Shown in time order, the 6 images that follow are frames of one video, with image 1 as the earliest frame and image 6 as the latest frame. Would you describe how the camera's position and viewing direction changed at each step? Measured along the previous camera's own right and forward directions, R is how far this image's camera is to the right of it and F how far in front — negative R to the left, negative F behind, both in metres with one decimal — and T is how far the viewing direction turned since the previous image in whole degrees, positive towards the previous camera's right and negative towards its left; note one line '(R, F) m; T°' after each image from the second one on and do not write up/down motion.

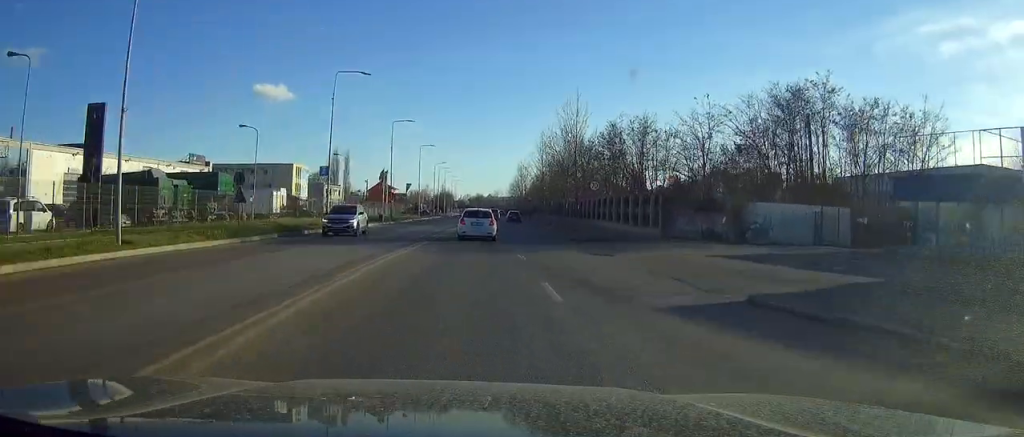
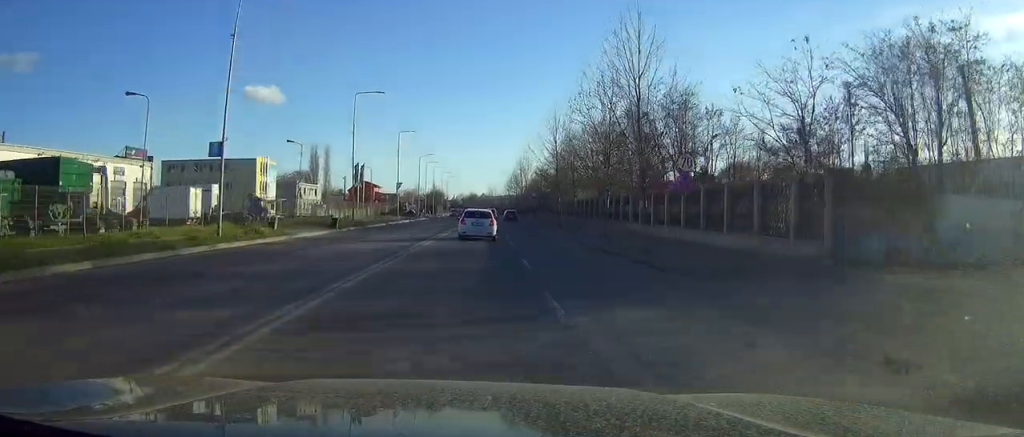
(+0.2, +18.9) m; +1°
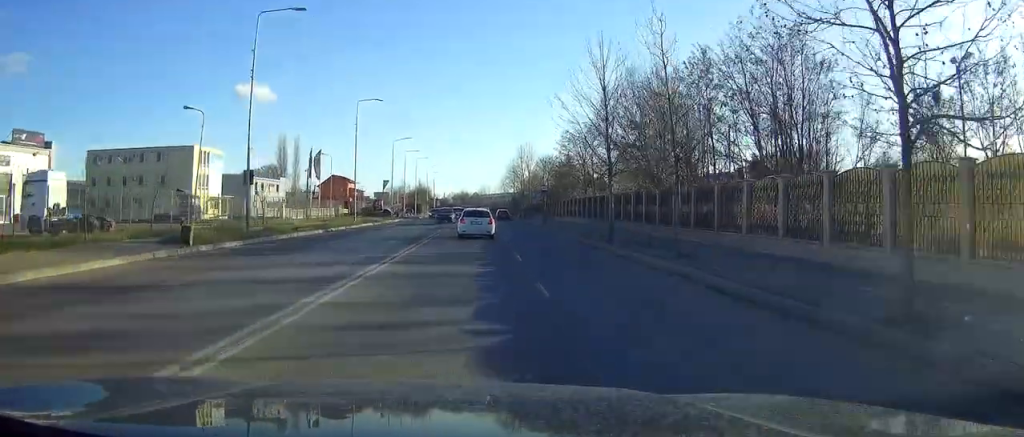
(+0.1, +24.0) m; +1°
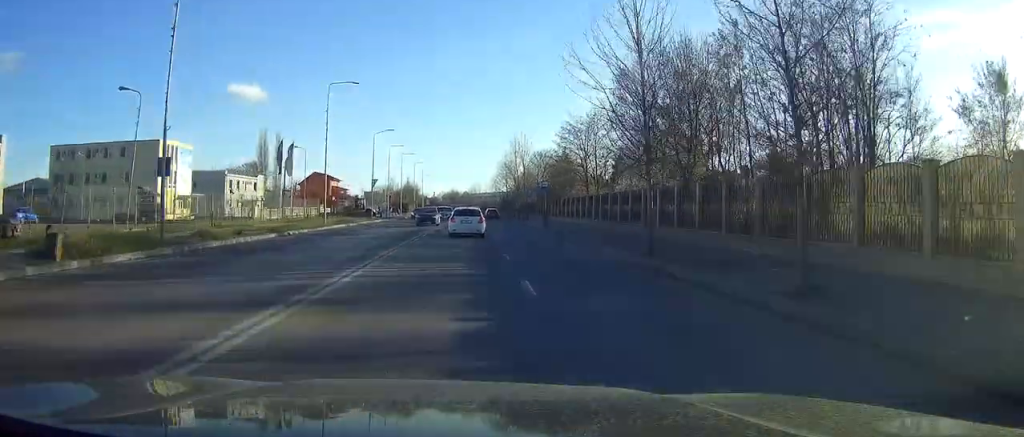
(0.0, +8.3) m; +1°
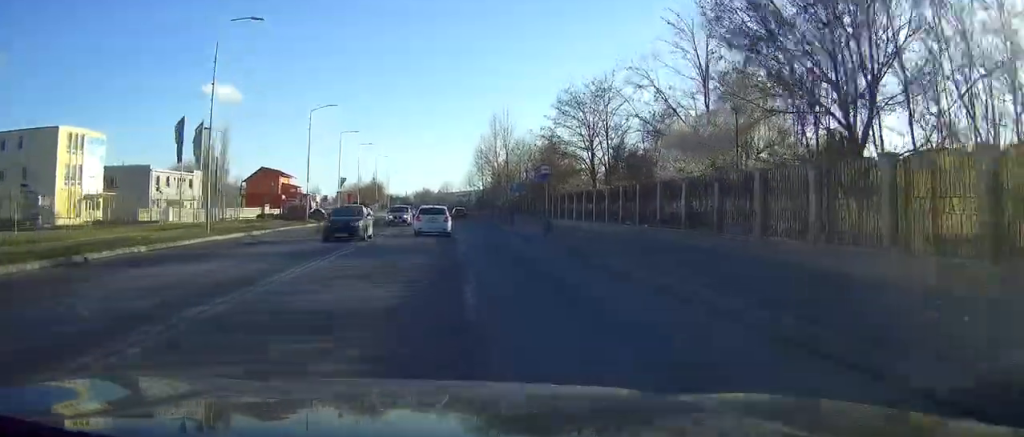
(+0.4, +18.7) m; +1°
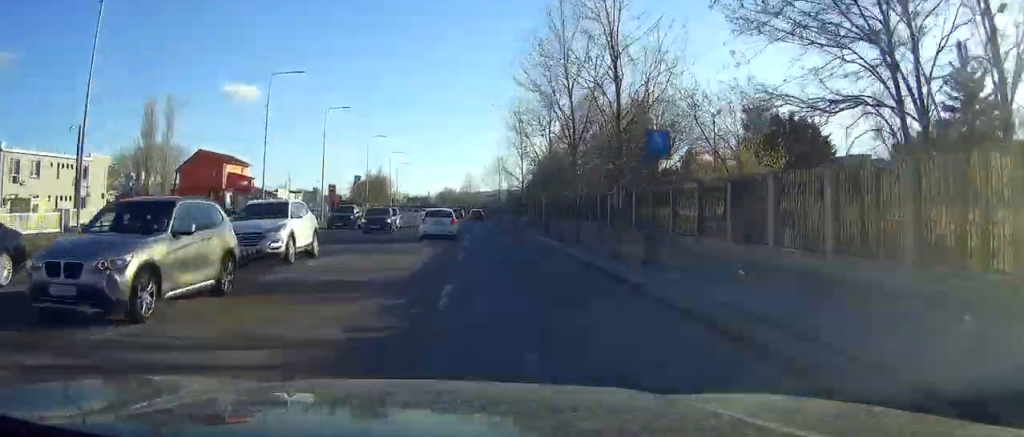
(-0.6, +38.3) m; -2°
